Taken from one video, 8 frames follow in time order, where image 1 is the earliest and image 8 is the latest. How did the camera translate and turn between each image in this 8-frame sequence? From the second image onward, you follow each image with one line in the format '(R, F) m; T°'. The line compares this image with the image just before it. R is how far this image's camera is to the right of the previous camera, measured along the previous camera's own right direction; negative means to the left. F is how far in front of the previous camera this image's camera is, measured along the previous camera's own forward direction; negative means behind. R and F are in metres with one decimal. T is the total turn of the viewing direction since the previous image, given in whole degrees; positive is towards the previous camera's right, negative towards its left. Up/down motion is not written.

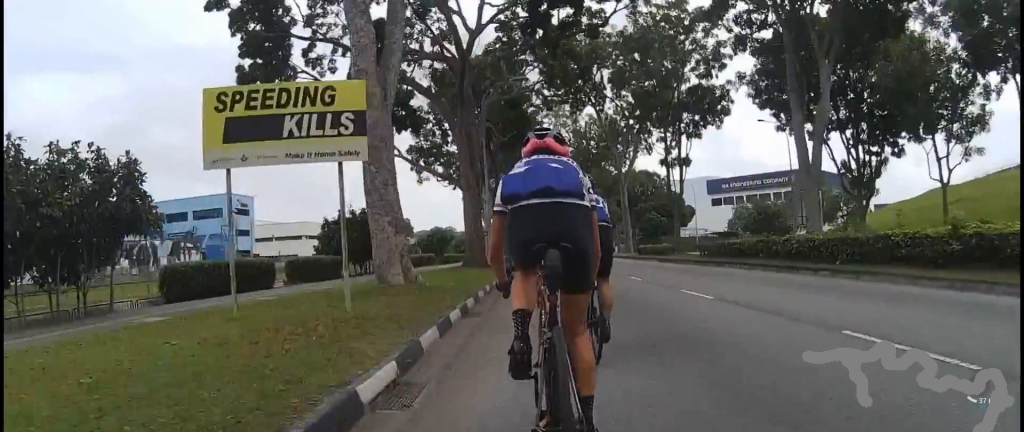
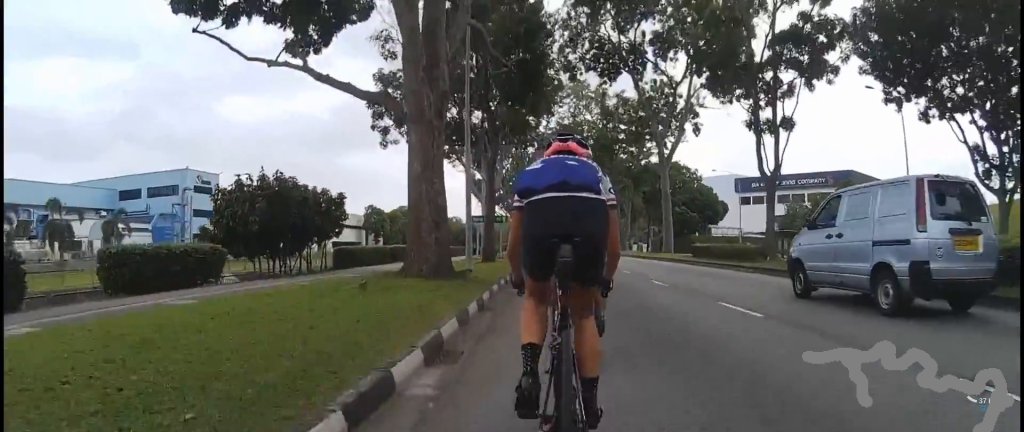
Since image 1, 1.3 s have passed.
(+0.7, +13.6) m; +3°
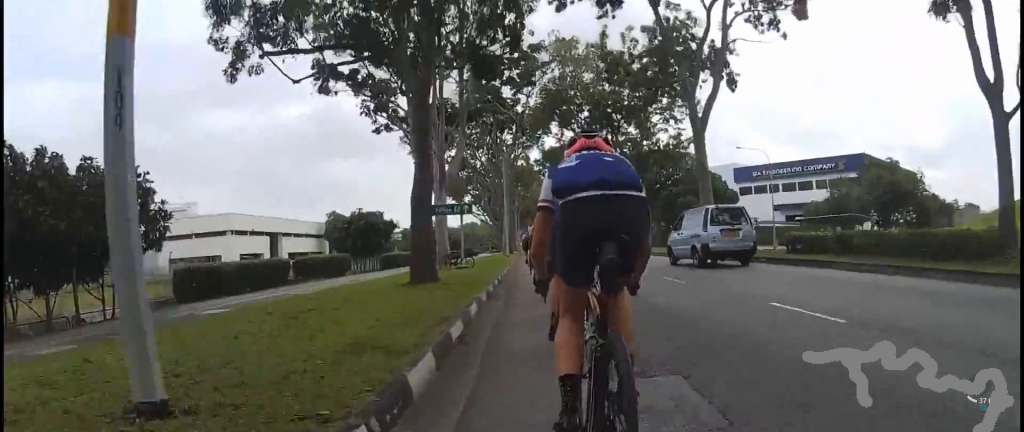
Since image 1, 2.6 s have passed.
(-1.0, +14.0) m; -8°
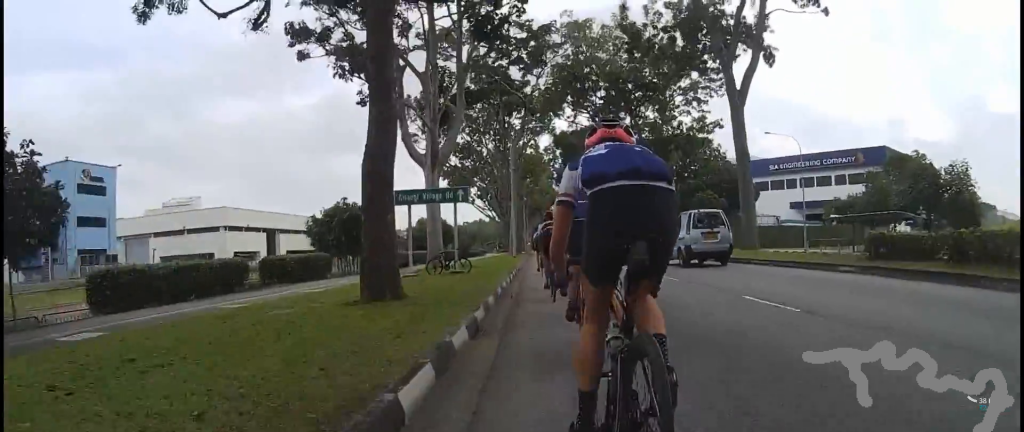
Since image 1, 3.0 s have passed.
(-0.4, +4.3) m; -1°
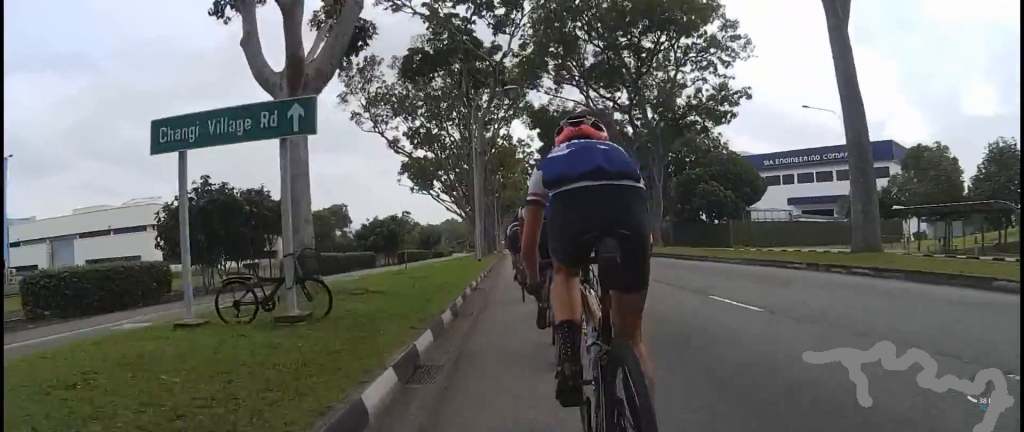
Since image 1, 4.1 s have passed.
(+1.0, +11.9) m; +4°
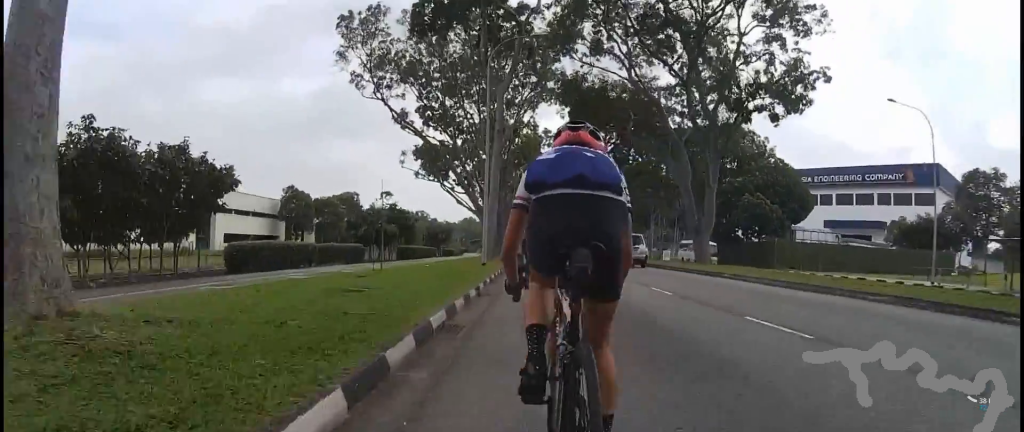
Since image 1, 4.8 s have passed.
(+0.2, +7.5) m; -3°
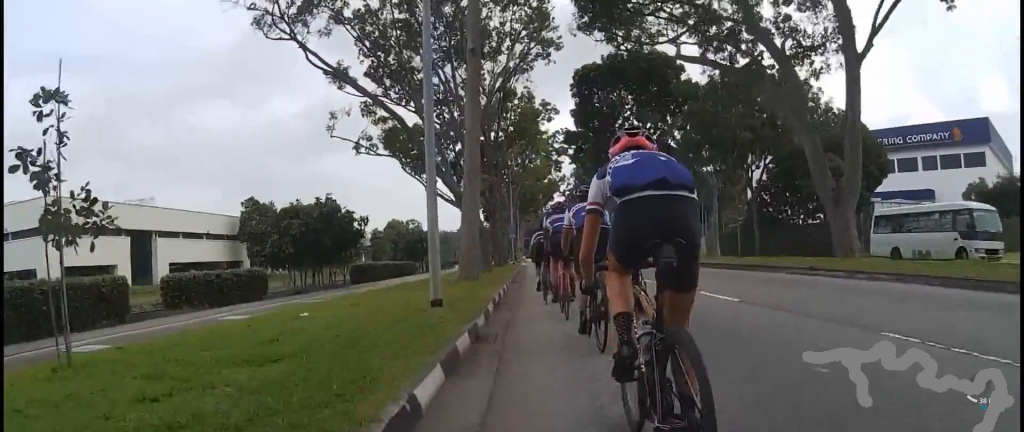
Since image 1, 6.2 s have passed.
(-0.4, +15.4) m; +6°
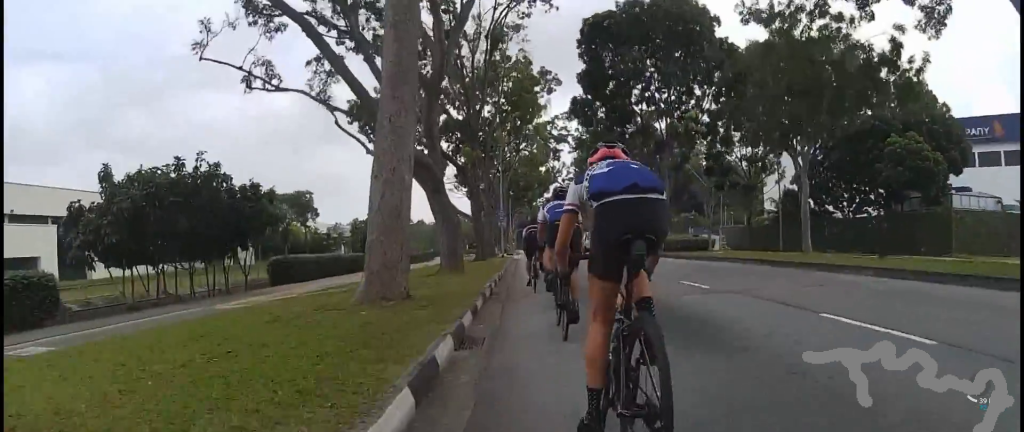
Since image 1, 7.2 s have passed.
(+1.4, +11.4) m; +3°
